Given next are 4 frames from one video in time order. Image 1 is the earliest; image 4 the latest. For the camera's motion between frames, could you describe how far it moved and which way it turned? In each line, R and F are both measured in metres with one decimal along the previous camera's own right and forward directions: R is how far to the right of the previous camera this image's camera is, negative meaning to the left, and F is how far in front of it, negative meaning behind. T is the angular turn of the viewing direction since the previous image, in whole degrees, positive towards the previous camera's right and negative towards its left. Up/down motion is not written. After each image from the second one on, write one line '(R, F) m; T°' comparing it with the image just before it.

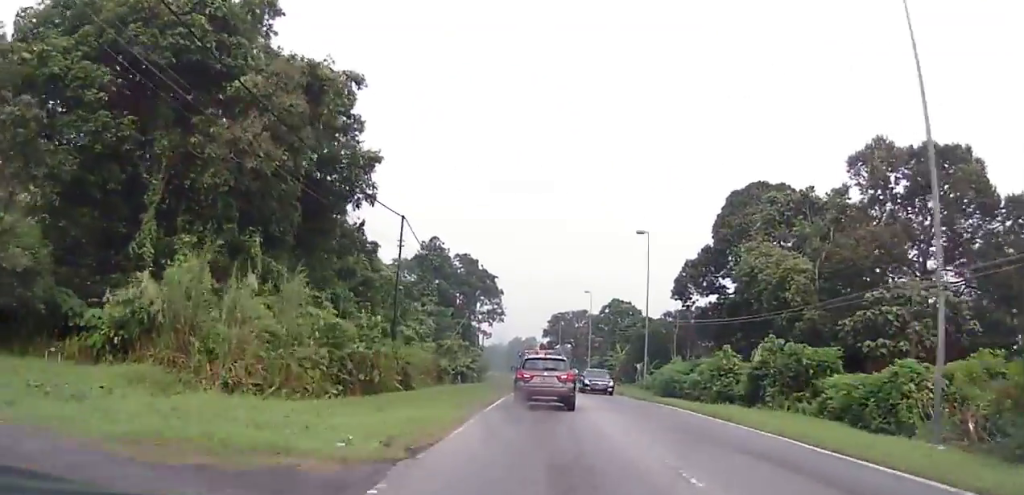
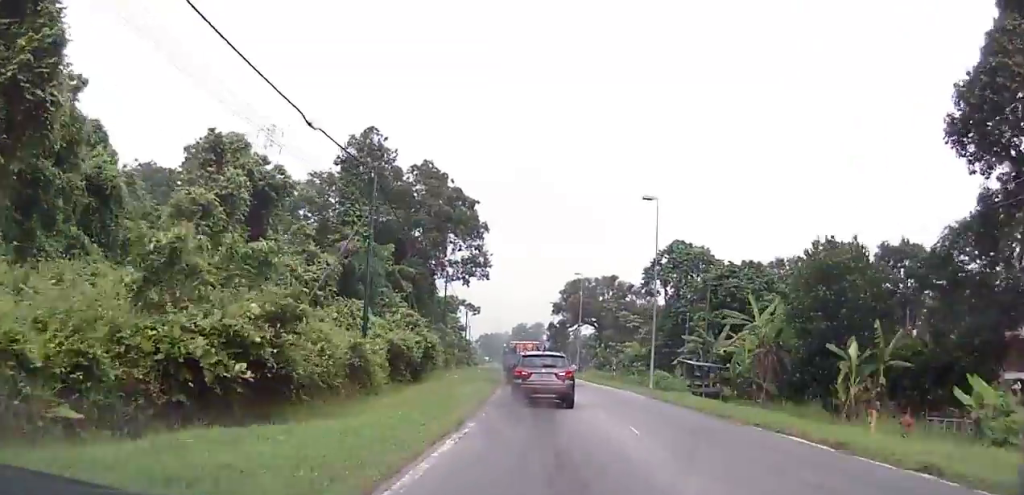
(+0.5, +49.1) m; -1°
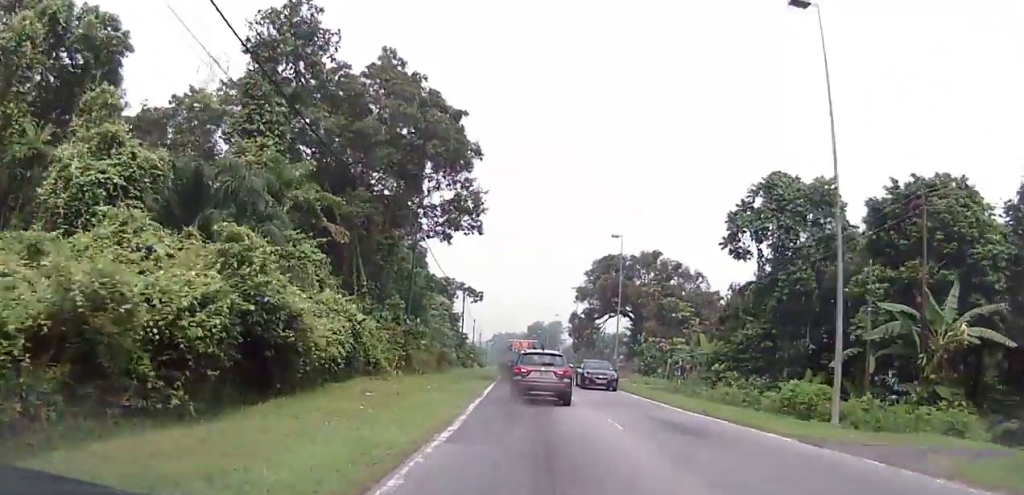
(-0.9, +25.9) m; 0°
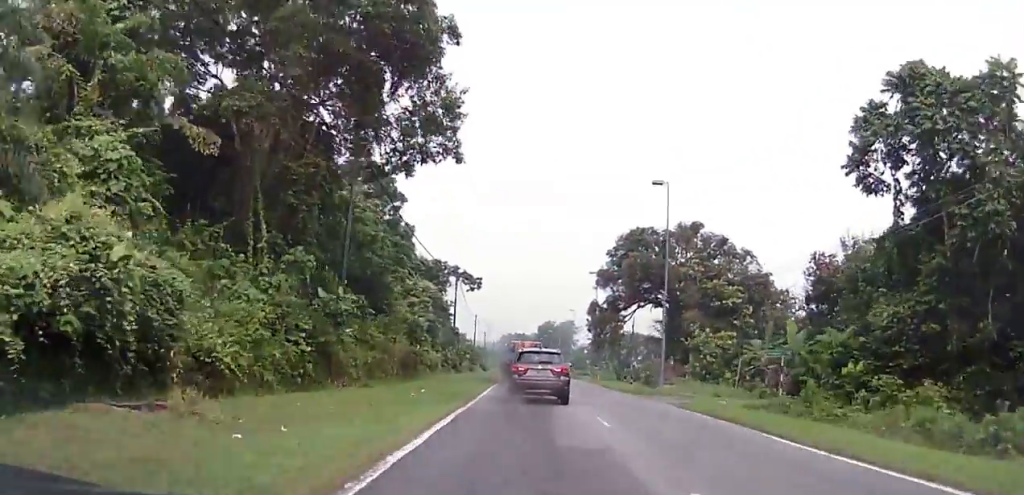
(+0.4, +17.4) m; -1°
